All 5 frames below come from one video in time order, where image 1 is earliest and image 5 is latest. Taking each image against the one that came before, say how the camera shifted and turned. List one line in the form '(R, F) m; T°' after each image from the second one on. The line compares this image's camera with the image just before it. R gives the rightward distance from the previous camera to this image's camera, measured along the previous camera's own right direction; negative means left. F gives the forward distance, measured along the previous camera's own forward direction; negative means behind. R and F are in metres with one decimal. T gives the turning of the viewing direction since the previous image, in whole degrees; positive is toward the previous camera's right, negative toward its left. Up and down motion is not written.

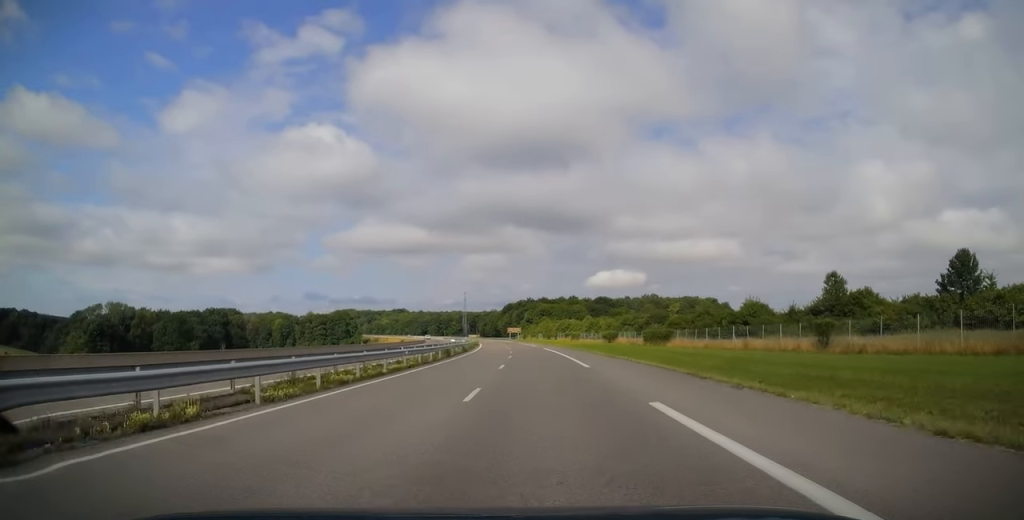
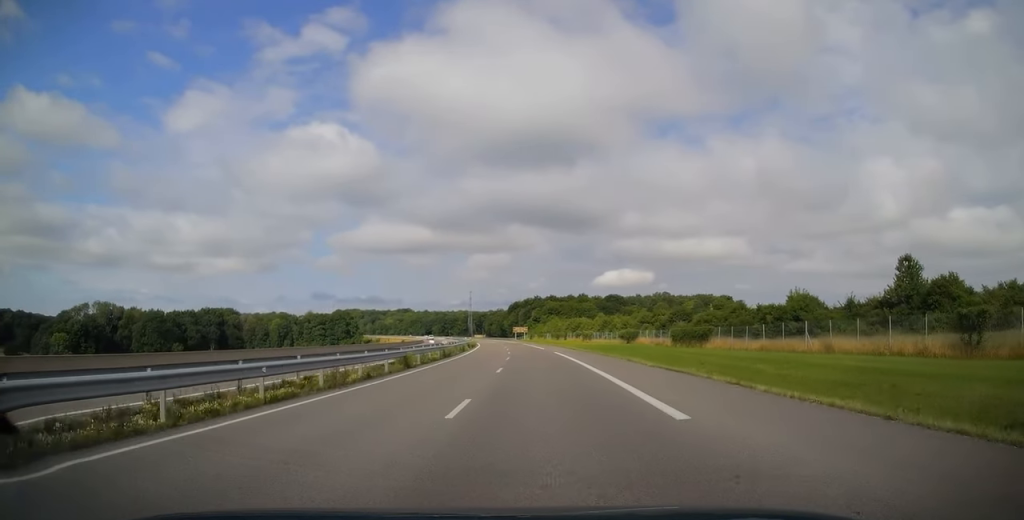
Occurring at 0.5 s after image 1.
(0.0, +15.8) m; -1°
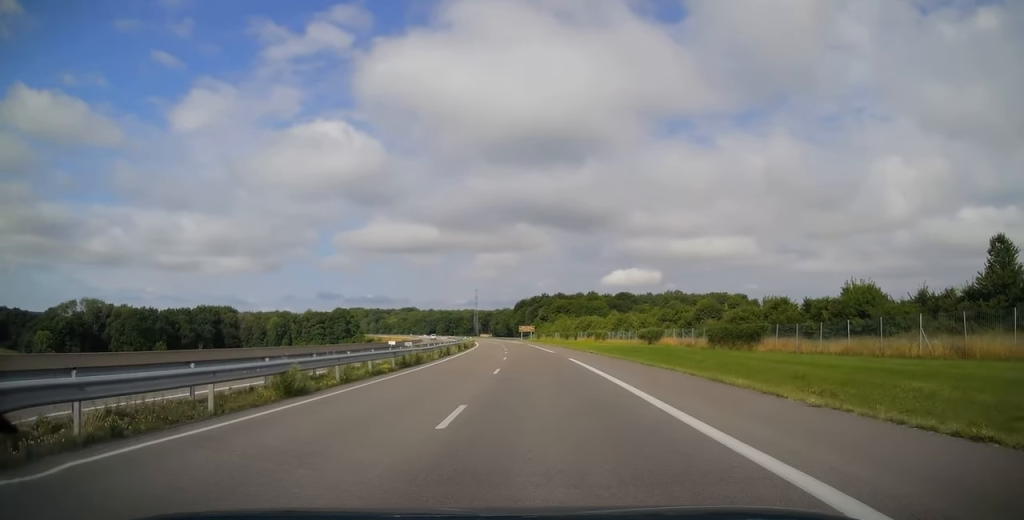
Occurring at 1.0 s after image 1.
(-0.2, +14.3) m; -1°
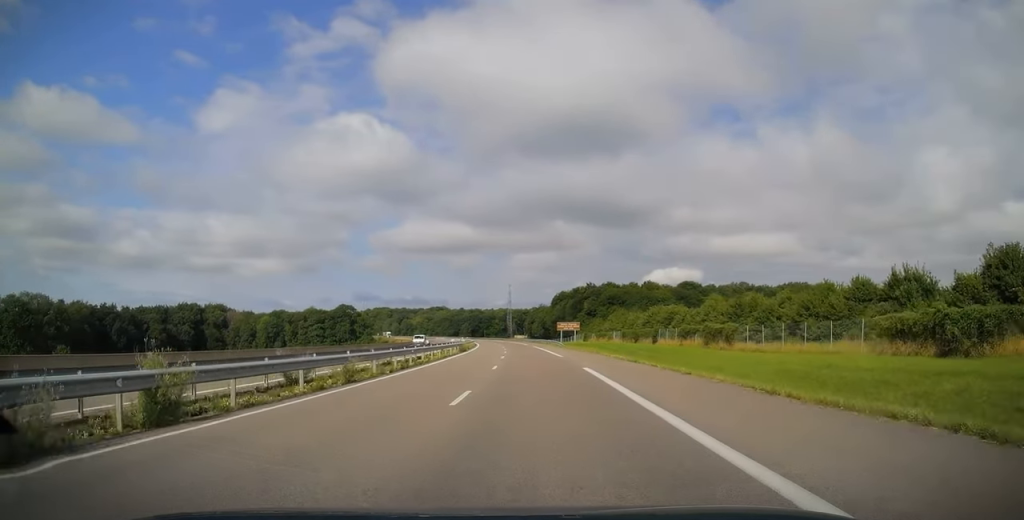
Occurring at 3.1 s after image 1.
(-2.1, +62.8) m; -4°
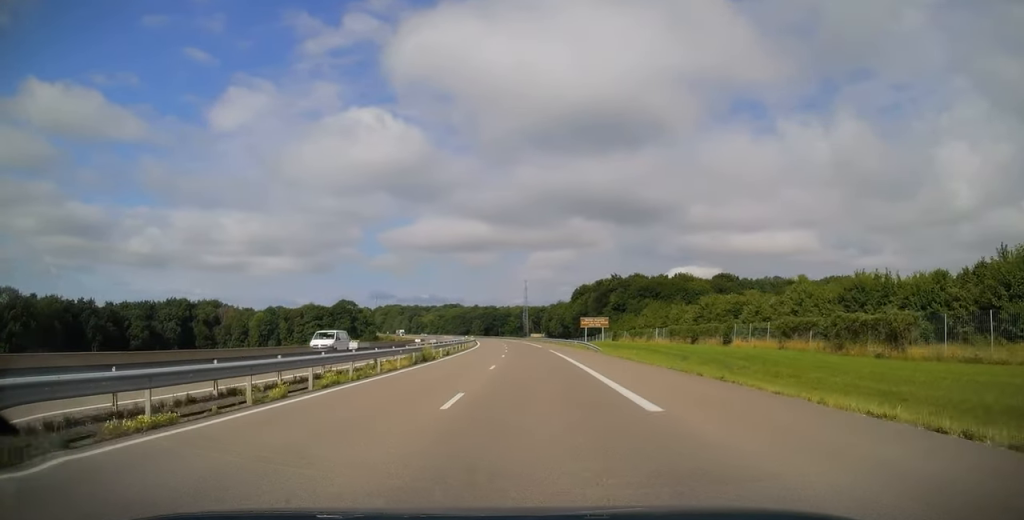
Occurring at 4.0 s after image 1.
(-0.4, +27.2) m; -2°
